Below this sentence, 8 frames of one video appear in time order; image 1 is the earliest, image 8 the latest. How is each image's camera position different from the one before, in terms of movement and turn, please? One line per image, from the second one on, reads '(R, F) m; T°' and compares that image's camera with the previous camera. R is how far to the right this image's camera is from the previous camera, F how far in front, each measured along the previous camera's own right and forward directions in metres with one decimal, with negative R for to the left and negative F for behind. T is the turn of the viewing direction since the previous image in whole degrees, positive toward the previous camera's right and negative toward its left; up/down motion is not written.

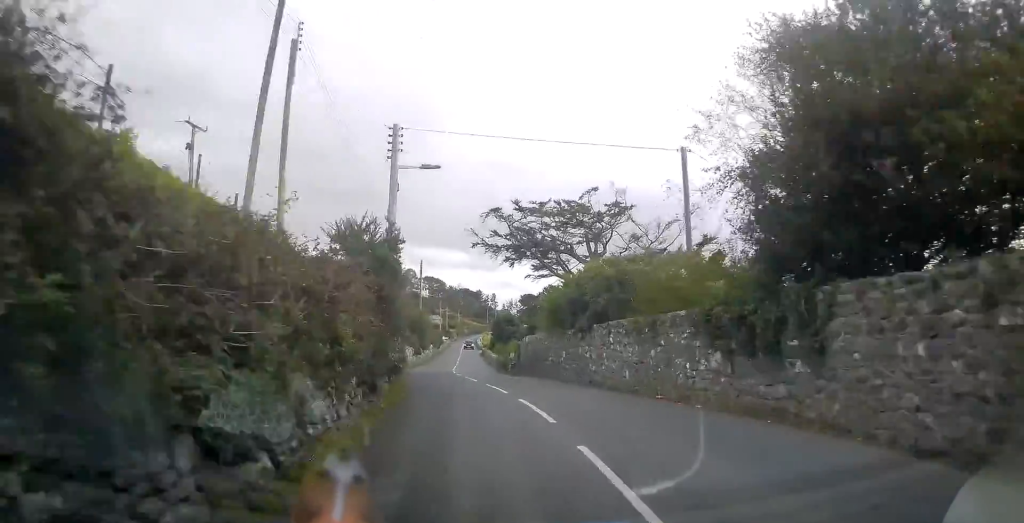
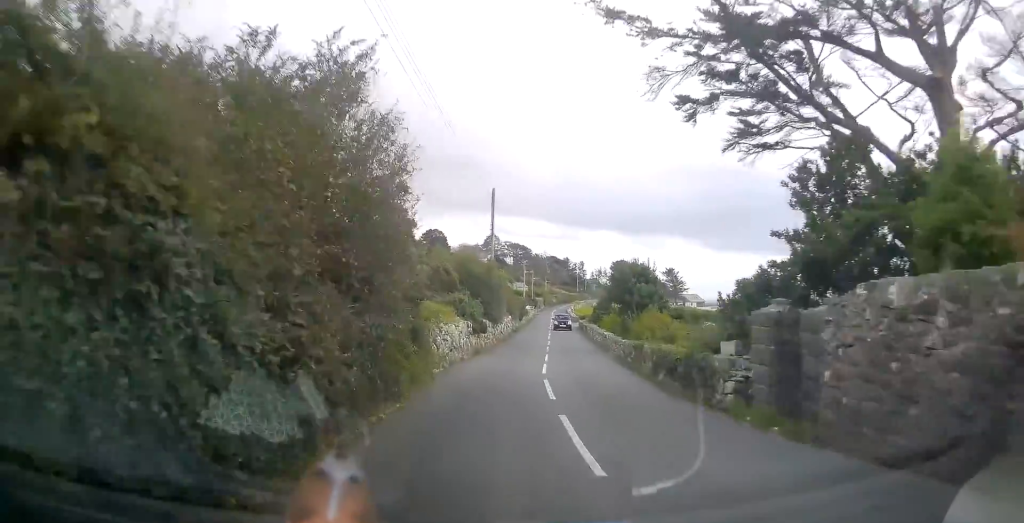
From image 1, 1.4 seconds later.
(-0.5, +21.6) m; -4°
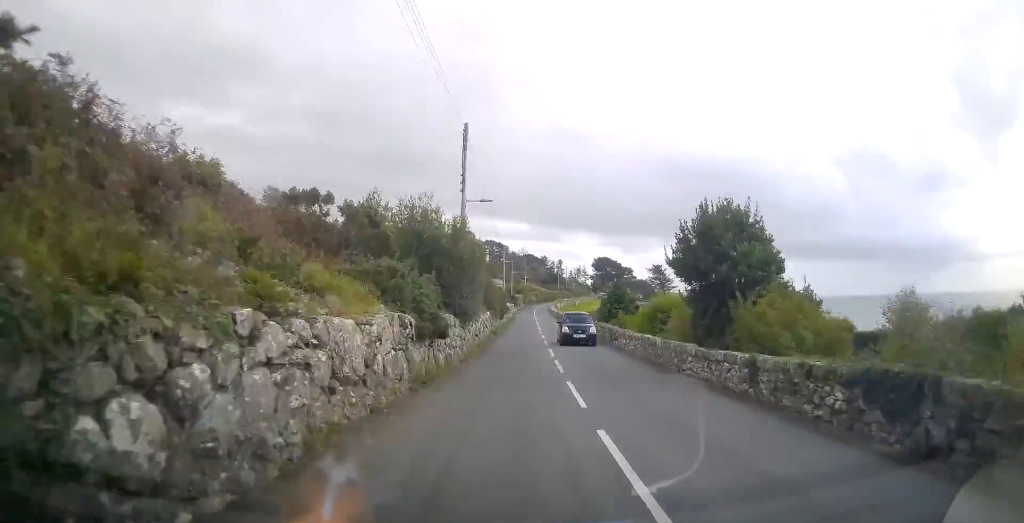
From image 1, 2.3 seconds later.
(-0.5, +13.7) m; -2°
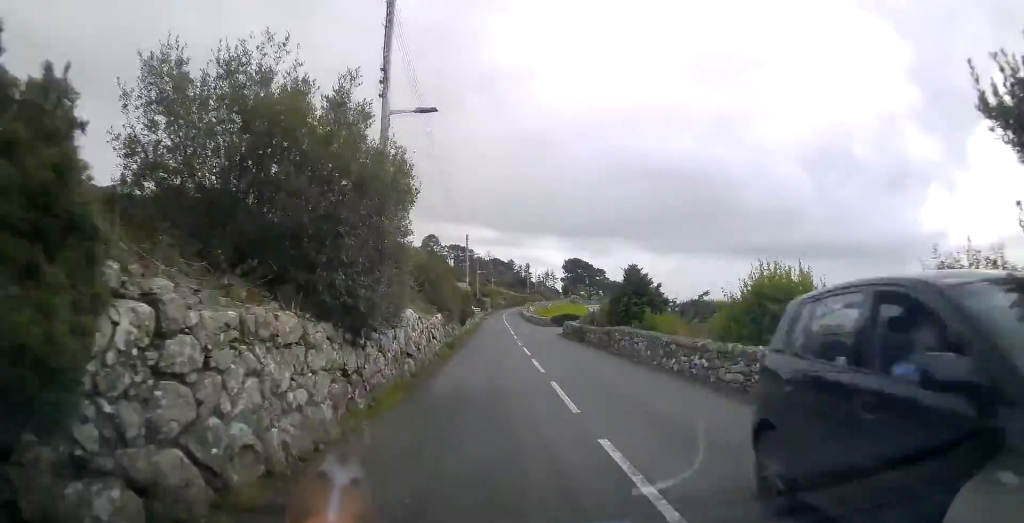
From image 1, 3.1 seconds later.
(+0.1, +12.7) m; +2°
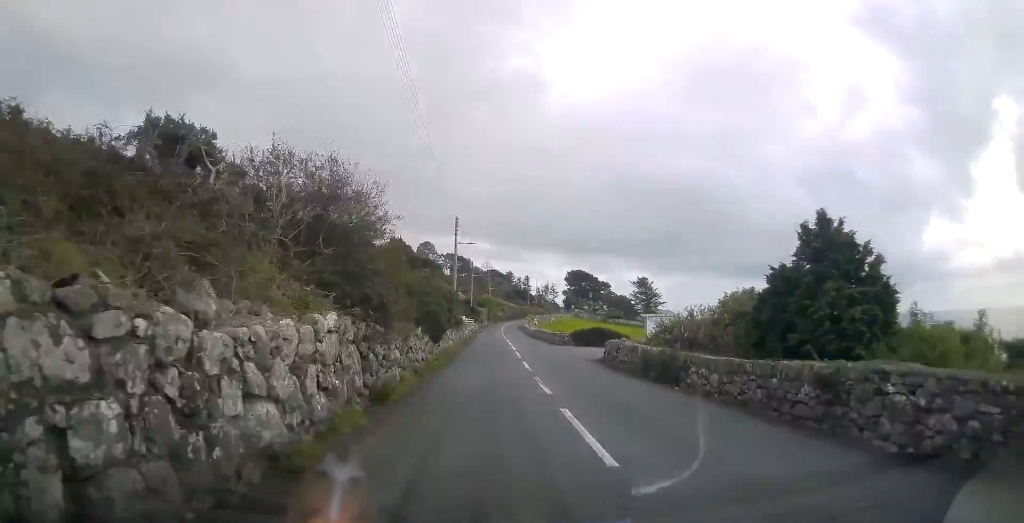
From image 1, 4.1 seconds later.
(+0.3, +14.9) m; +2°
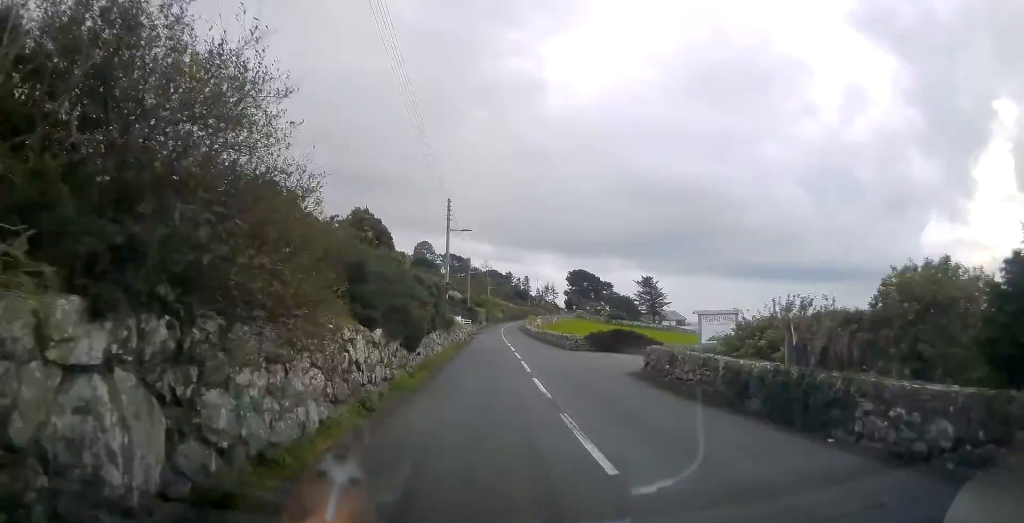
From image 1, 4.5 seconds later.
(0.0, +6.2) m; 0°
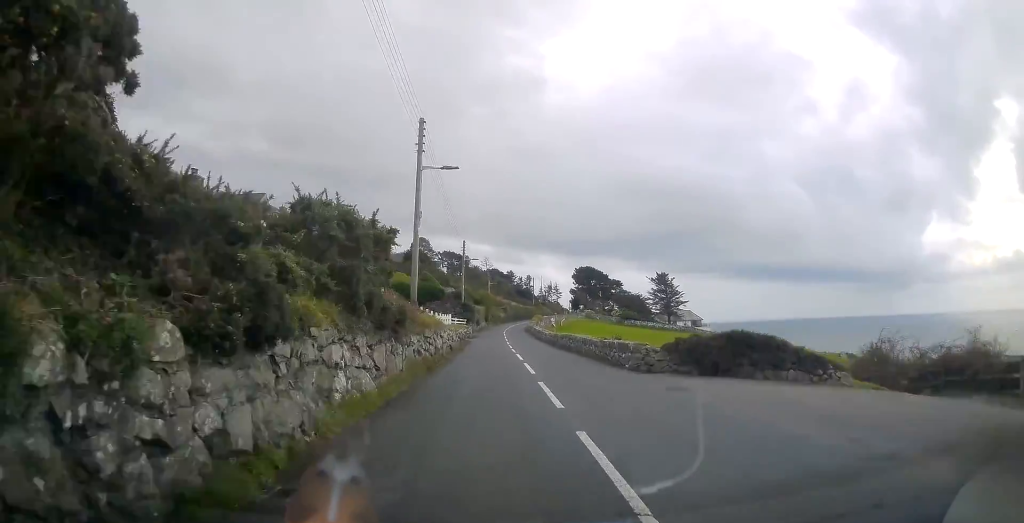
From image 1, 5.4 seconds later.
(0.0, +13.8) m; 0°
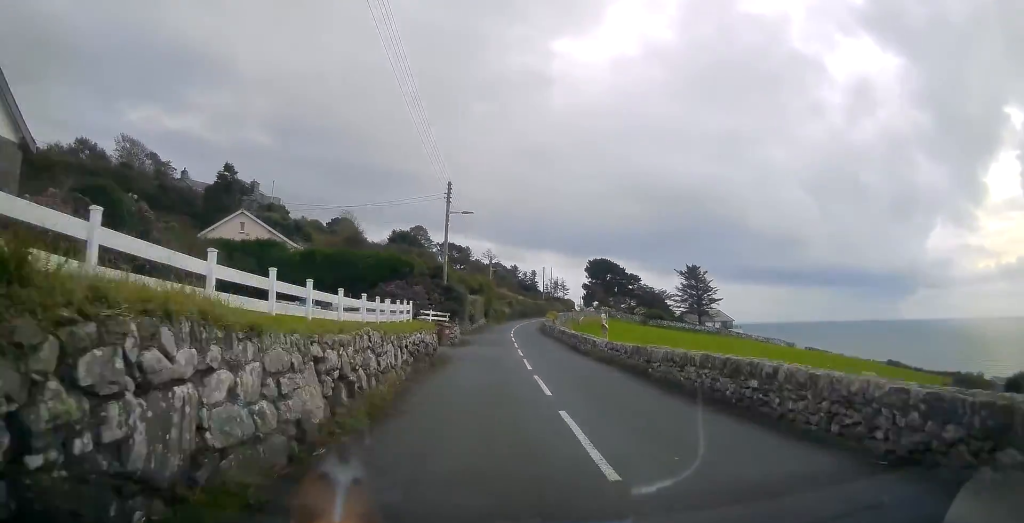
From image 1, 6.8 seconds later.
(-0.1, +21.8) m; 0°
